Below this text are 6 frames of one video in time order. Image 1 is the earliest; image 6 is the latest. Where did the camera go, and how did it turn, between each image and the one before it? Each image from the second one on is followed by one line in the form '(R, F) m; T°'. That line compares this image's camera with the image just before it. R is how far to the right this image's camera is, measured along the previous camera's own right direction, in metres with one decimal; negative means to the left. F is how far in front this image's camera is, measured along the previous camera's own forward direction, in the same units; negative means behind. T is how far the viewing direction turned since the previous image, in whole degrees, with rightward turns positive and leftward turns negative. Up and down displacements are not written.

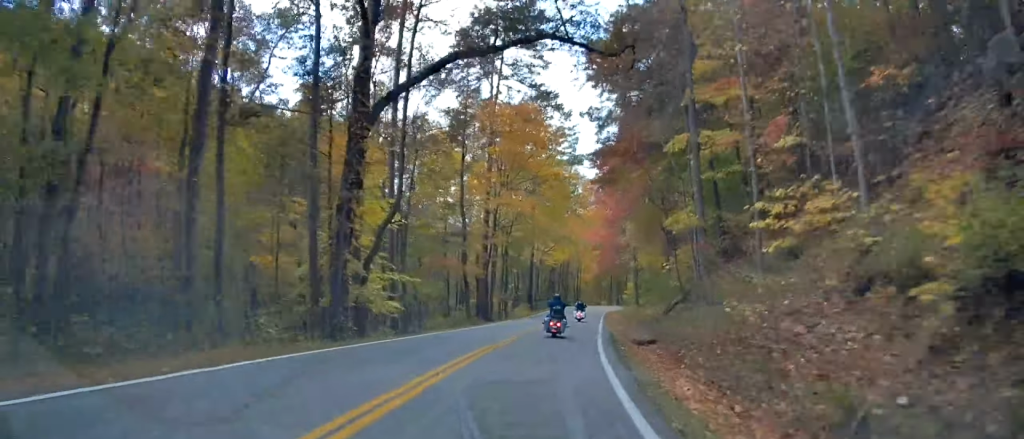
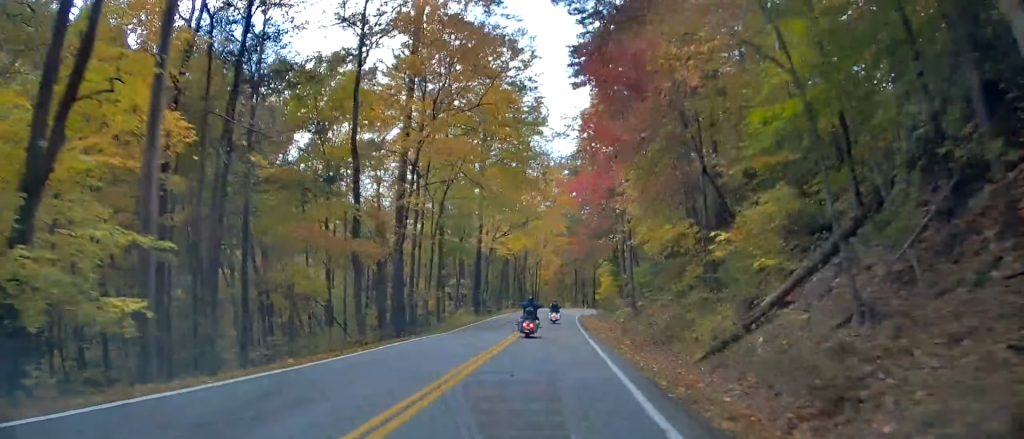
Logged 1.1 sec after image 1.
(+0.8, +19.6) m; +2°
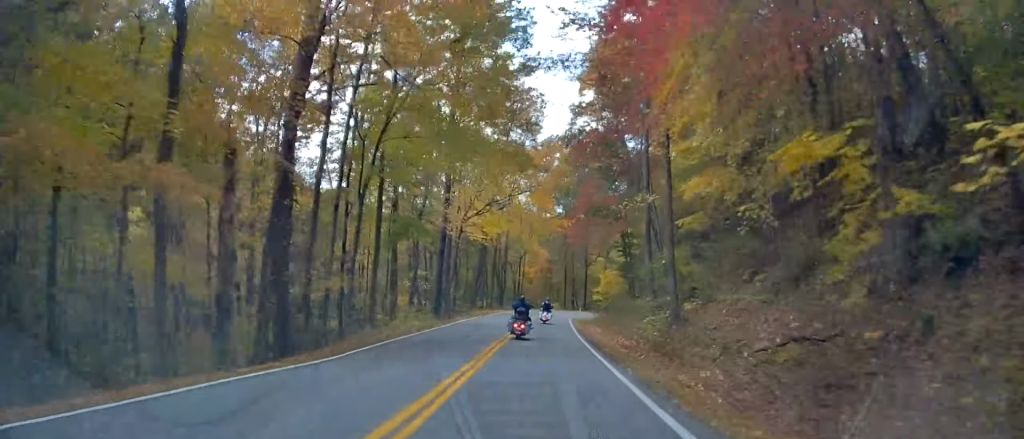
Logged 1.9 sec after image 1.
(-0.1, +14.7) m; 0°
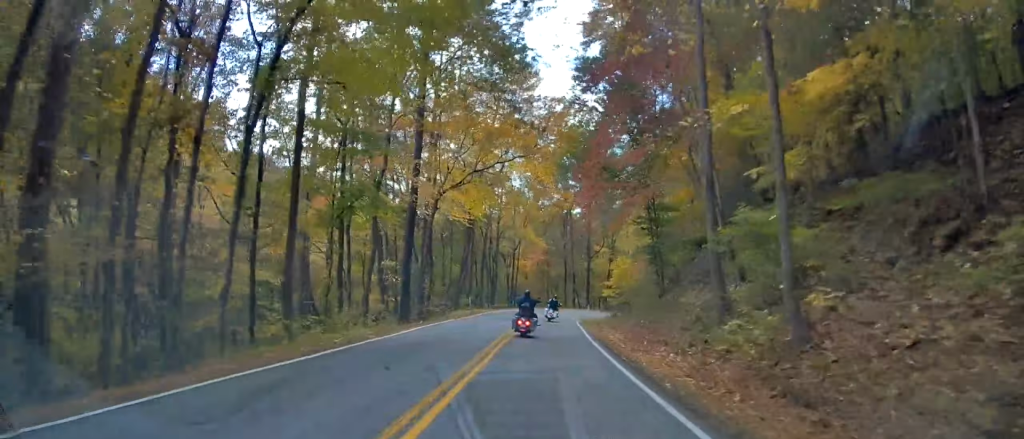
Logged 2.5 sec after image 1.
(+0.1, +10.8) m; 0°
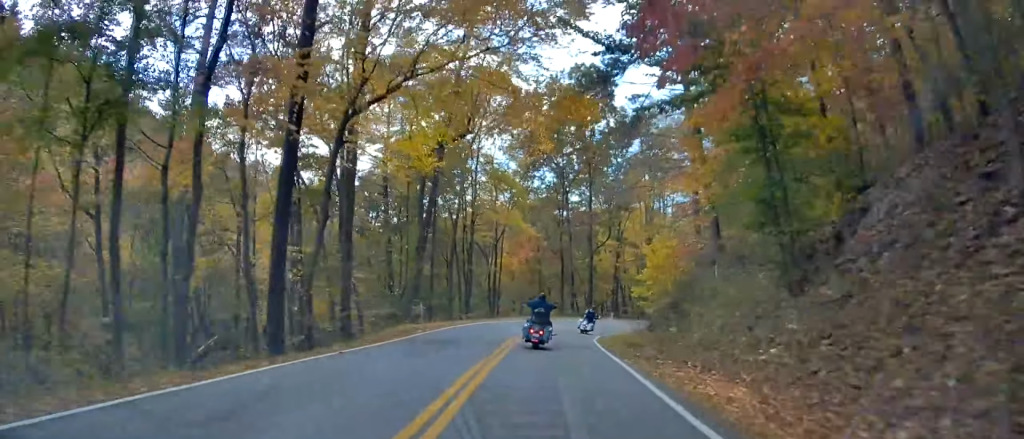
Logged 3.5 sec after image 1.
(+0.1, +17.6) m; +3°
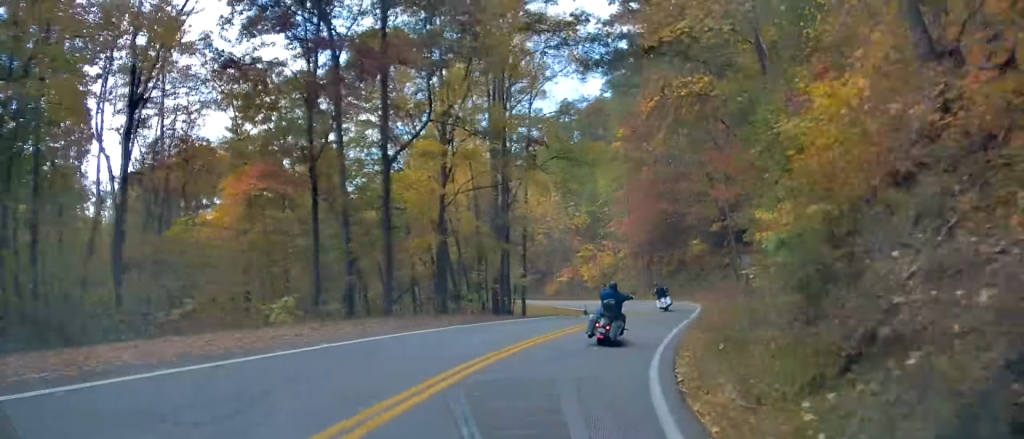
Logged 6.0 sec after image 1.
(+5.1, +41.1) m; +18°
